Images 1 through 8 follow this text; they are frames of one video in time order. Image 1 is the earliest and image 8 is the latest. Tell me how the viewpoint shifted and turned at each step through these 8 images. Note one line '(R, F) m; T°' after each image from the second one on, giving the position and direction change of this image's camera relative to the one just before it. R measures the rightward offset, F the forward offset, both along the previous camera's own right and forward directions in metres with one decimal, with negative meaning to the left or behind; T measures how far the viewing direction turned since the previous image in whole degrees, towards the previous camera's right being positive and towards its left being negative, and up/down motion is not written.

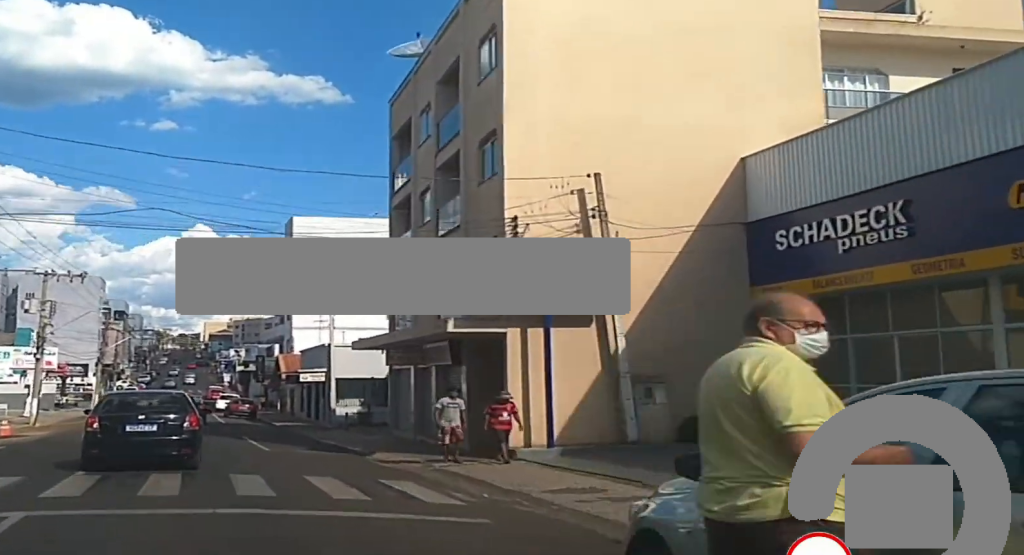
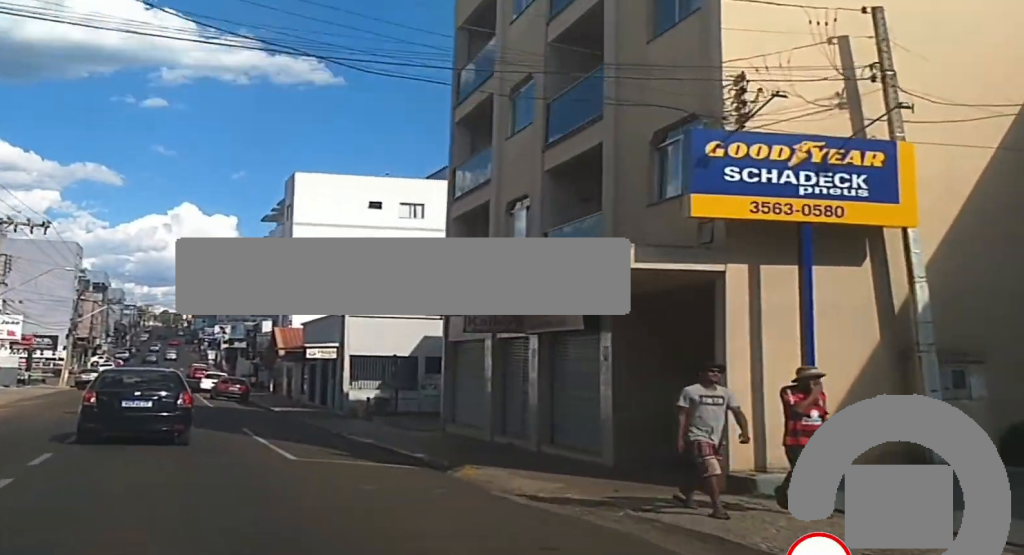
(+0.3, +9.4) m; +2°
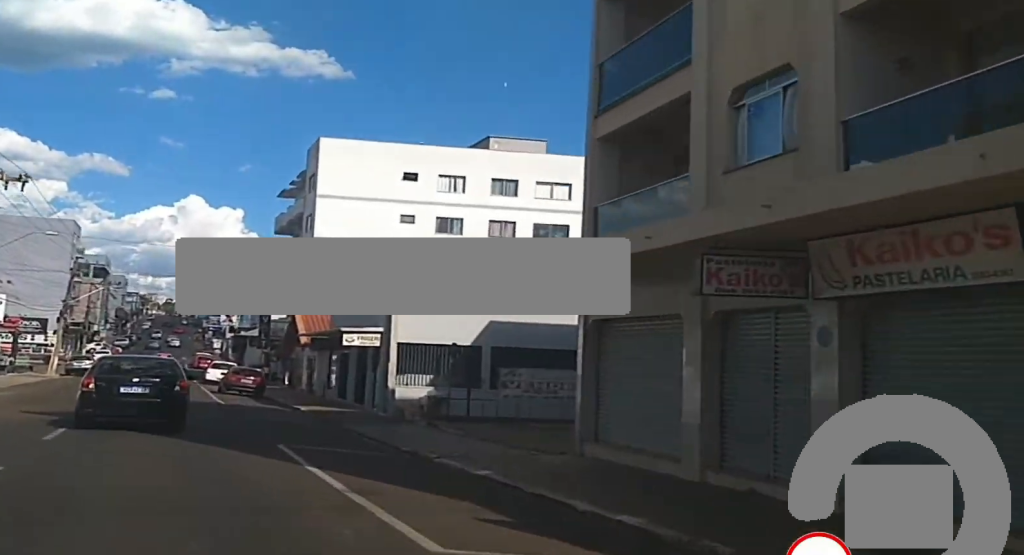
(0.0, +8.5) m; 0°
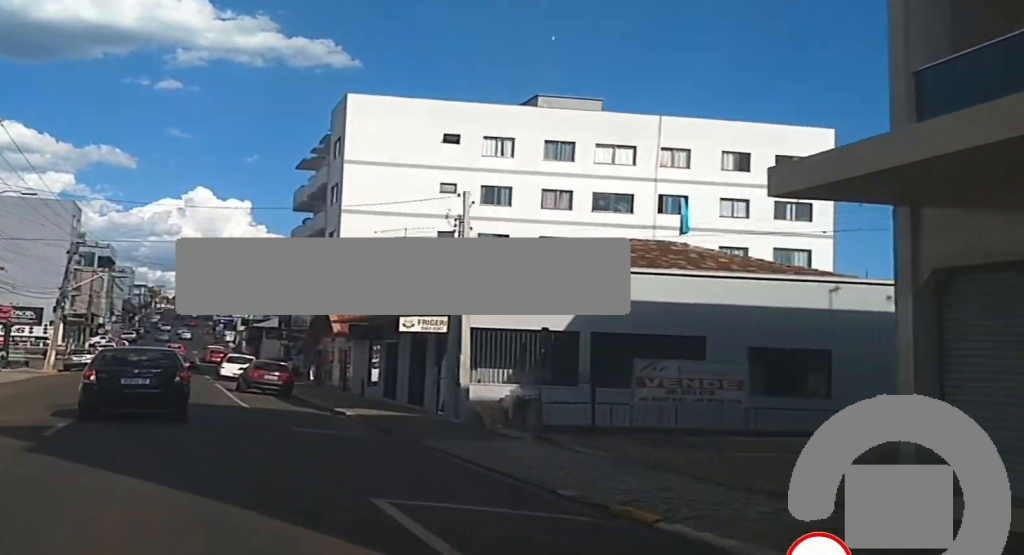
(0.0, +7.4) m; 0°
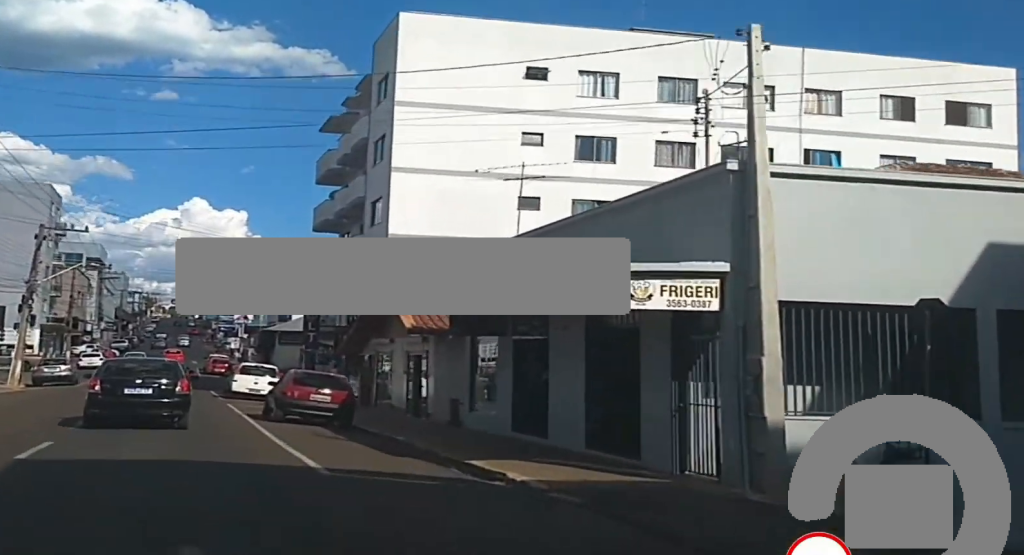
(0.0, +13.5) m; 0°
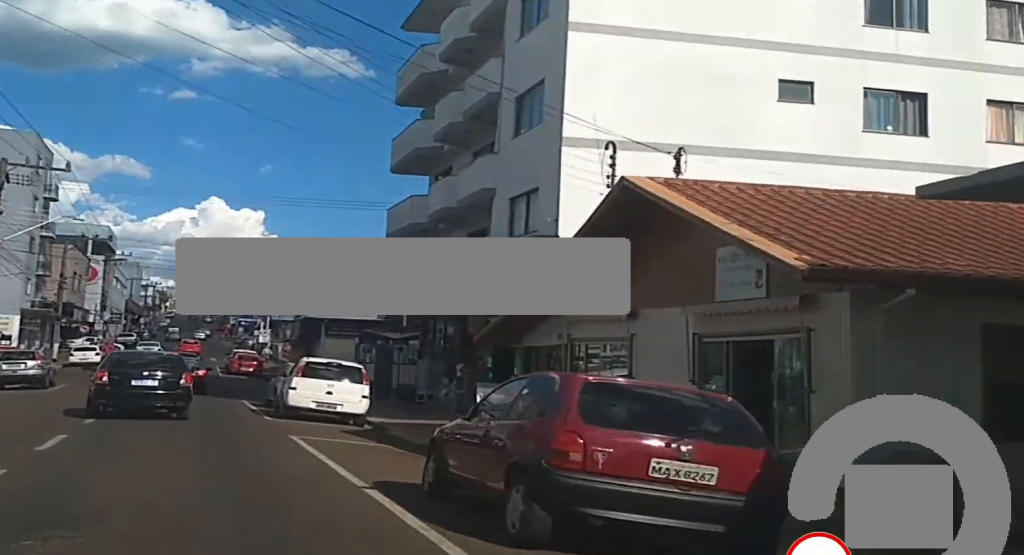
(-0.1, +16.8) m; 0°
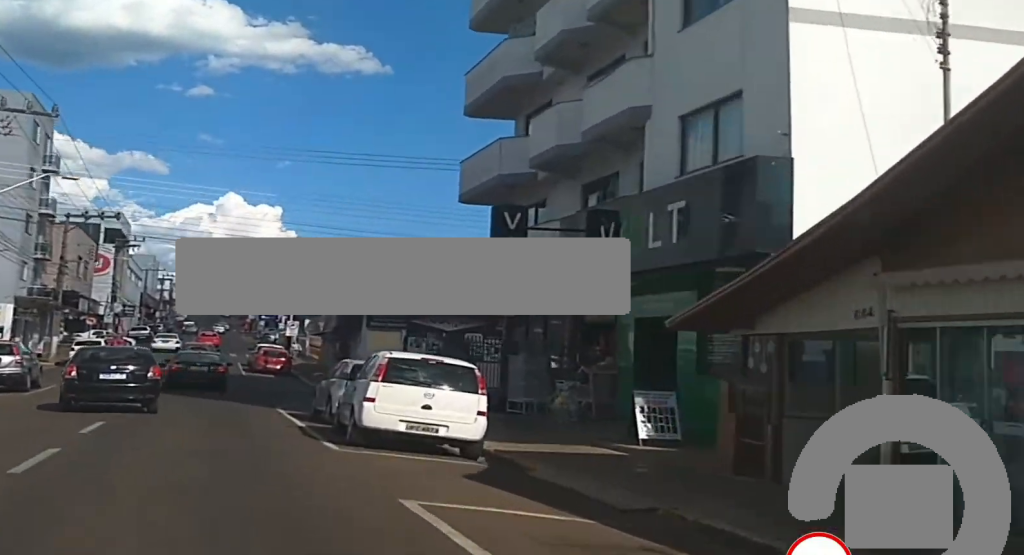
(0.0, +8.2) m; 0°
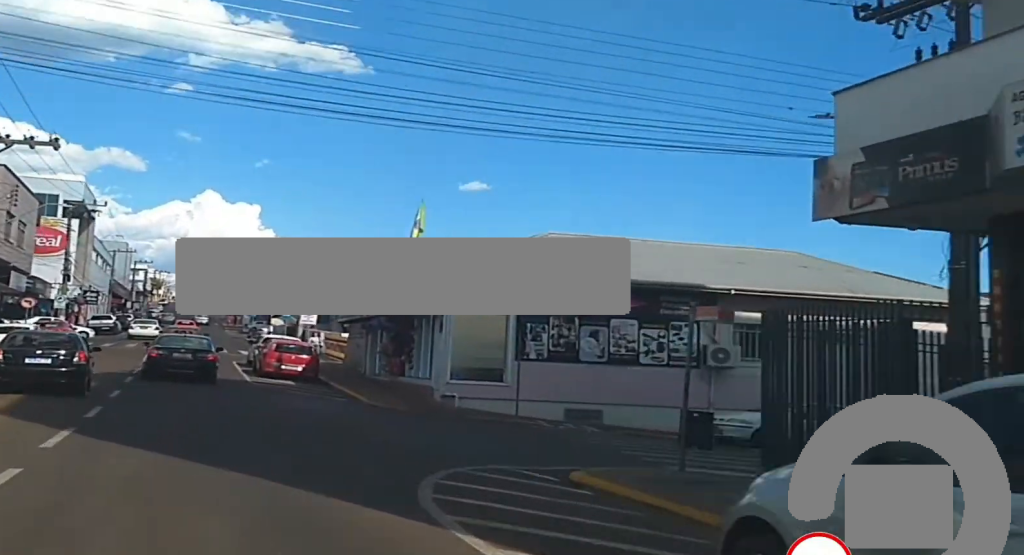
(-0.3, +17.7) m; +1°
